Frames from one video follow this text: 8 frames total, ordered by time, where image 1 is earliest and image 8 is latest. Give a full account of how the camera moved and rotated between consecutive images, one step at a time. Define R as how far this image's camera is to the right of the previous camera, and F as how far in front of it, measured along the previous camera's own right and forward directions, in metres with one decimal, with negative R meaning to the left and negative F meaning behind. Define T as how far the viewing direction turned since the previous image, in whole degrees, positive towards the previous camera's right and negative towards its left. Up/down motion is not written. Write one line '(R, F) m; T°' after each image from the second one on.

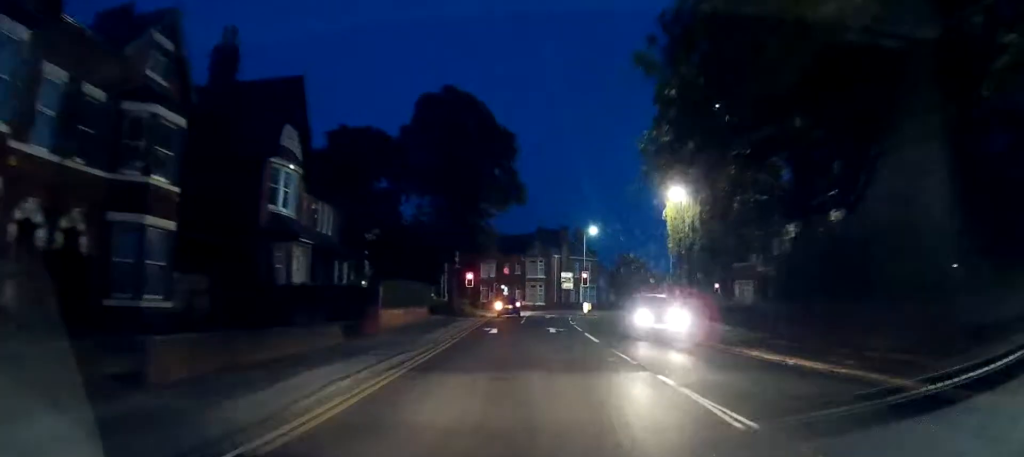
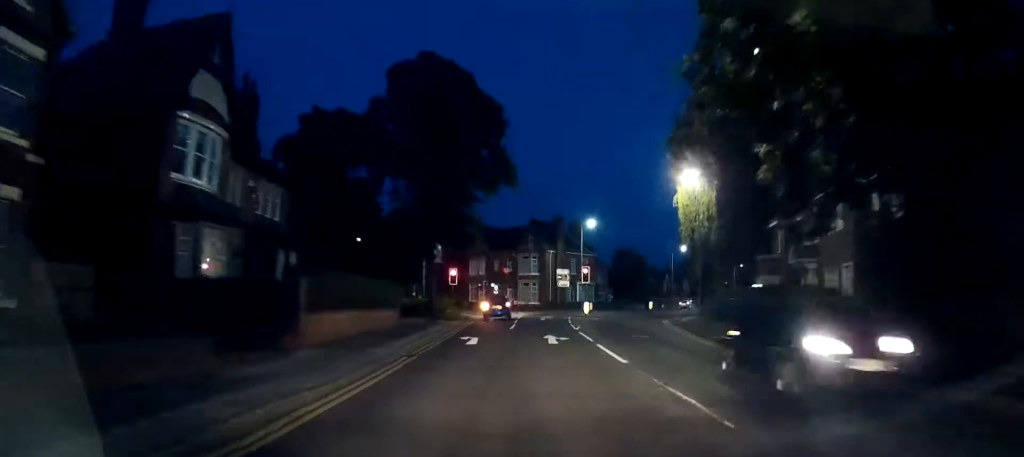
(0.0, +7.1) m; +1°
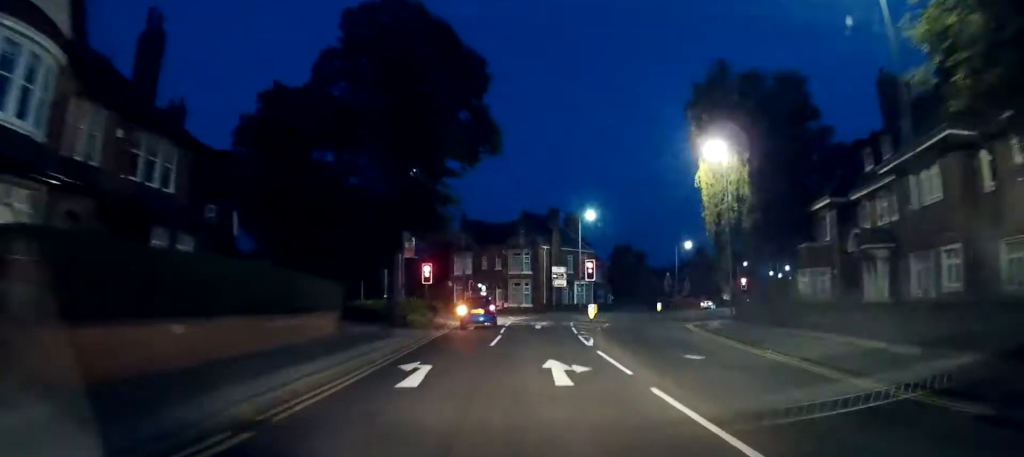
(+0.2, +9.3) m; +1°
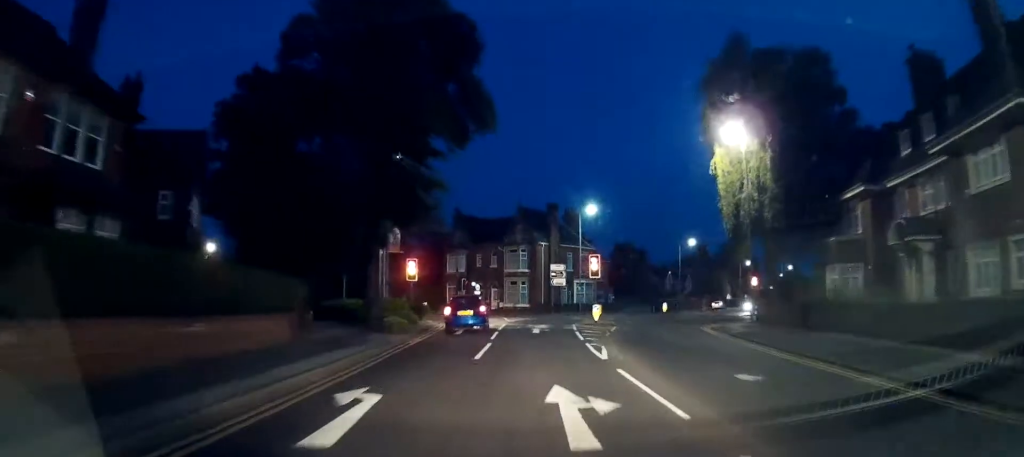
(0.0, +4.5) m; 0°
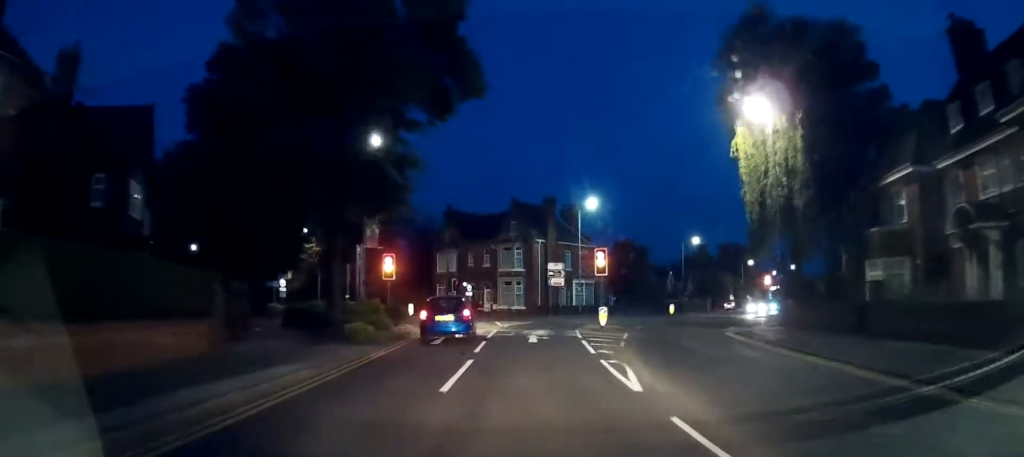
(0.0, +5.4) m; 0°
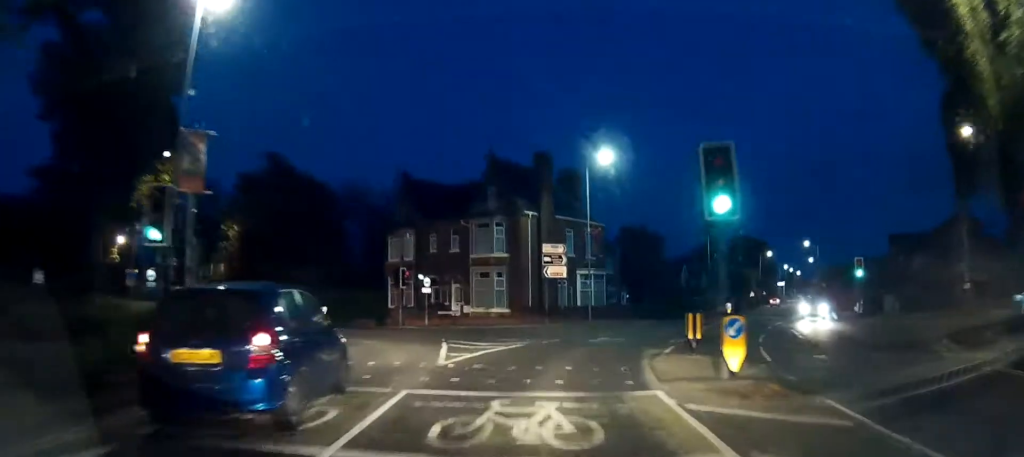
(+0.2, +20.6) m; +1°
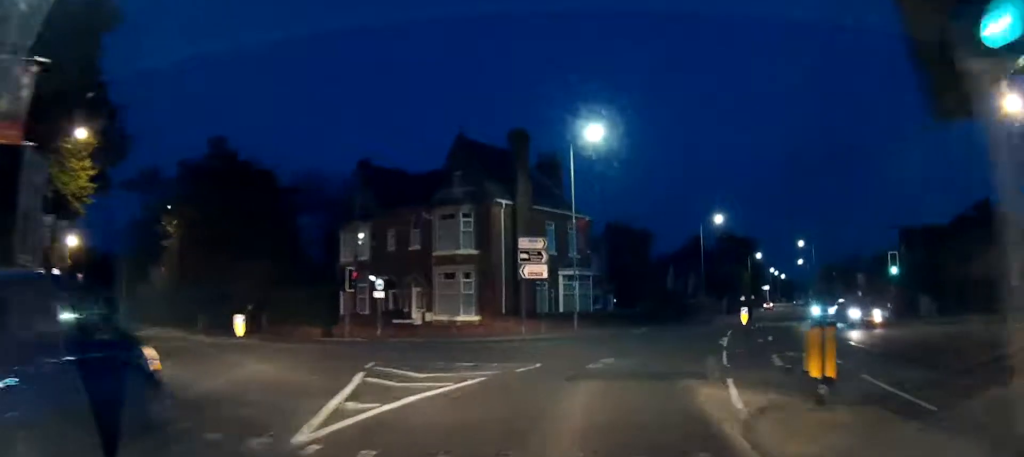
(0.0, +6.6) m; +2°
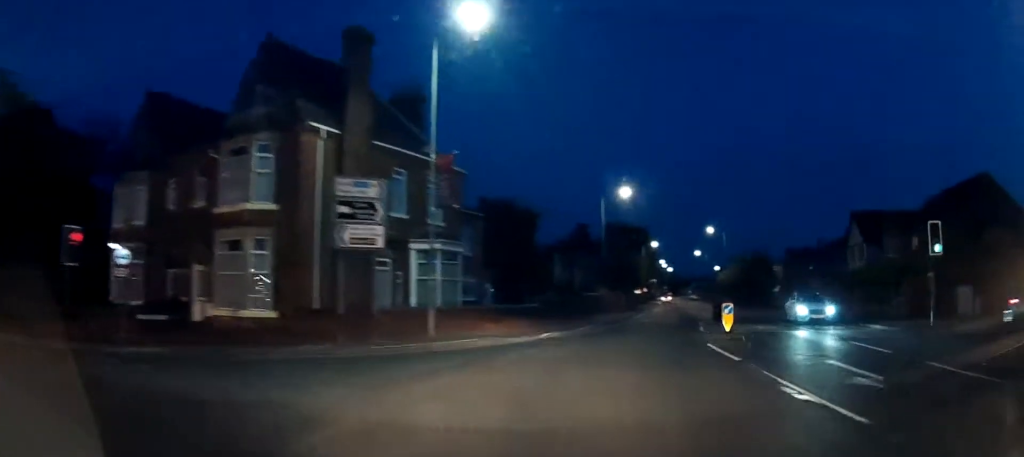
(+0.4, +12.6) m; +6°
